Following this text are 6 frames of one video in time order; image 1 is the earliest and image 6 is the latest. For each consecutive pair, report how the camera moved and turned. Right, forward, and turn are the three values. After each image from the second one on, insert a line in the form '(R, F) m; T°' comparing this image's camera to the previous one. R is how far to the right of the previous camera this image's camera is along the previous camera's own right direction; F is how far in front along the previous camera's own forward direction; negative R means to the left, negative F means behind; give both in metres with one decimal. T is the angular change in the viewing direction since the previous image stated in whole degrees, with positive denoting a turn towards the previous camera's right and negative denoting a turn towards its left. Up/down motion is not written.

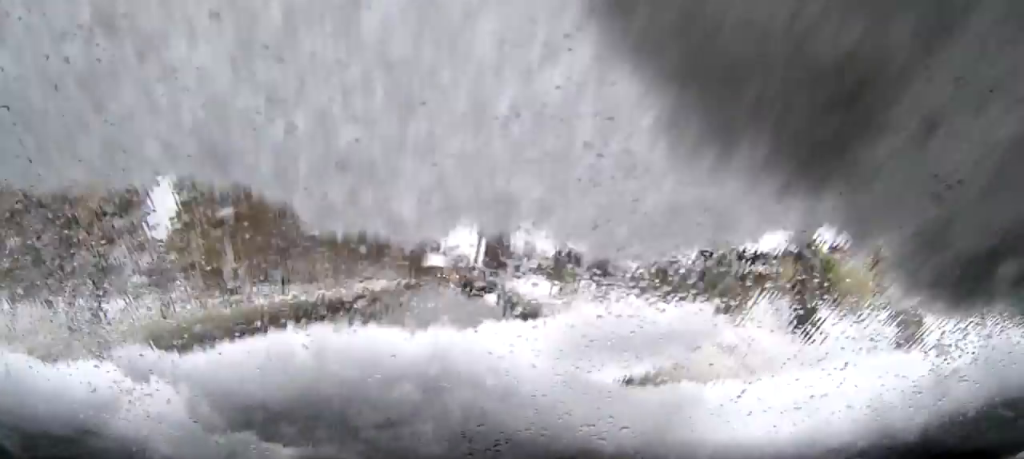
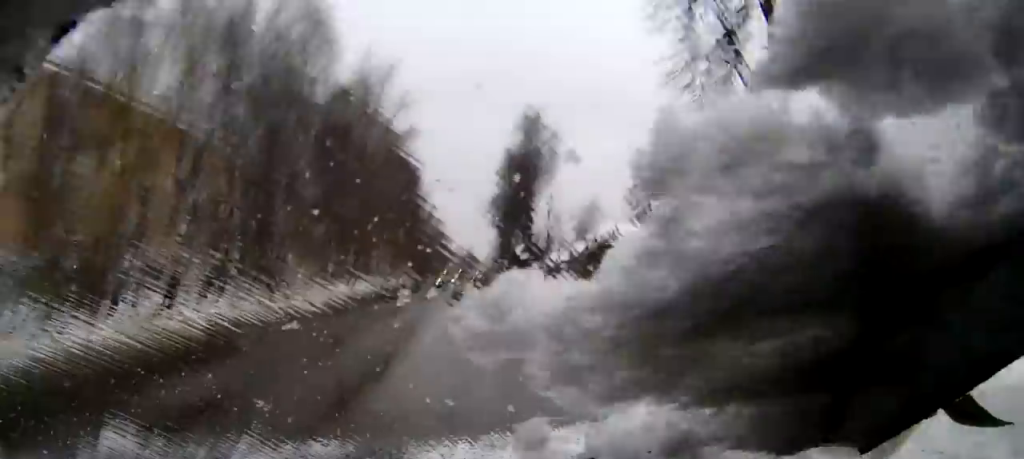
(+0.3, +24.3) m; +1°
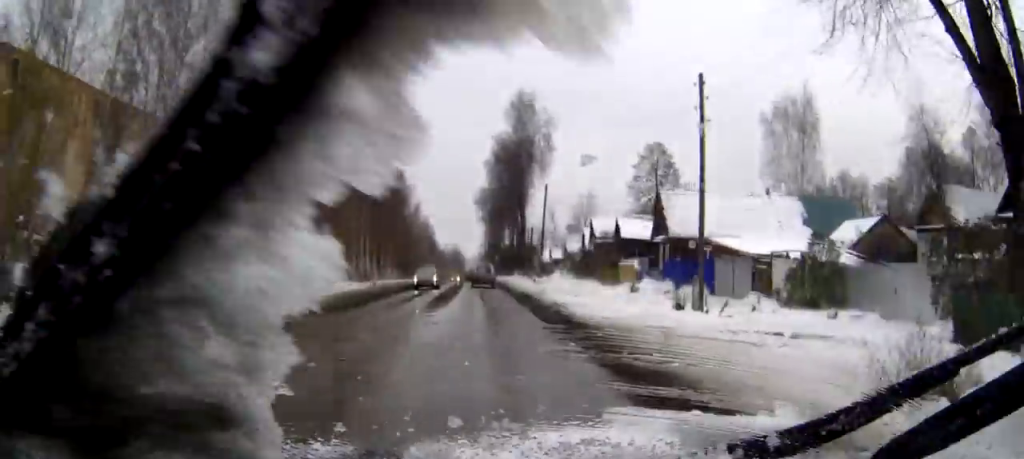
(0.0, +8.1) m; 0°
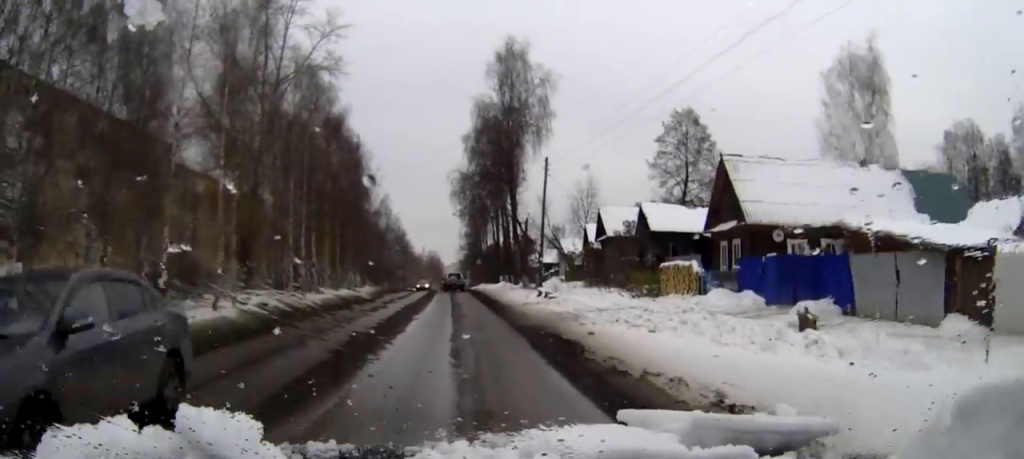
(0.0, +21.6) m; 0°
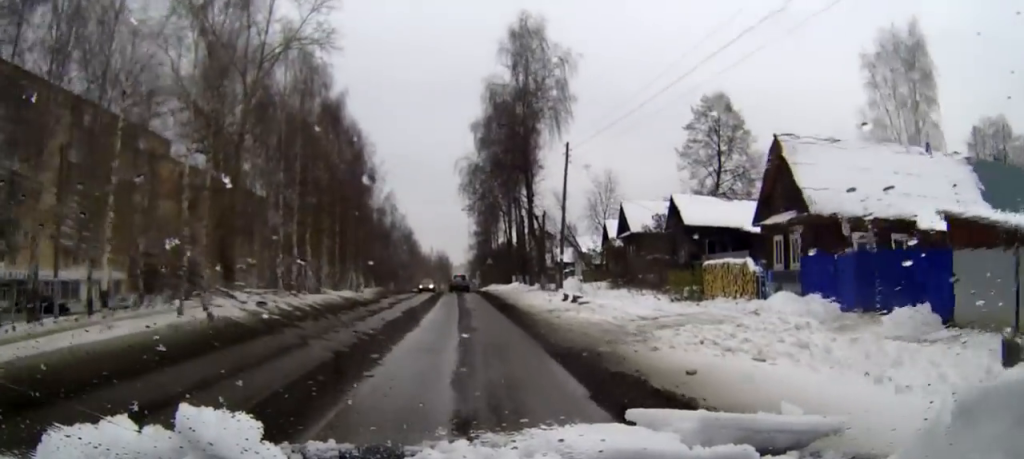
(0.0, +6.1) m; 0°
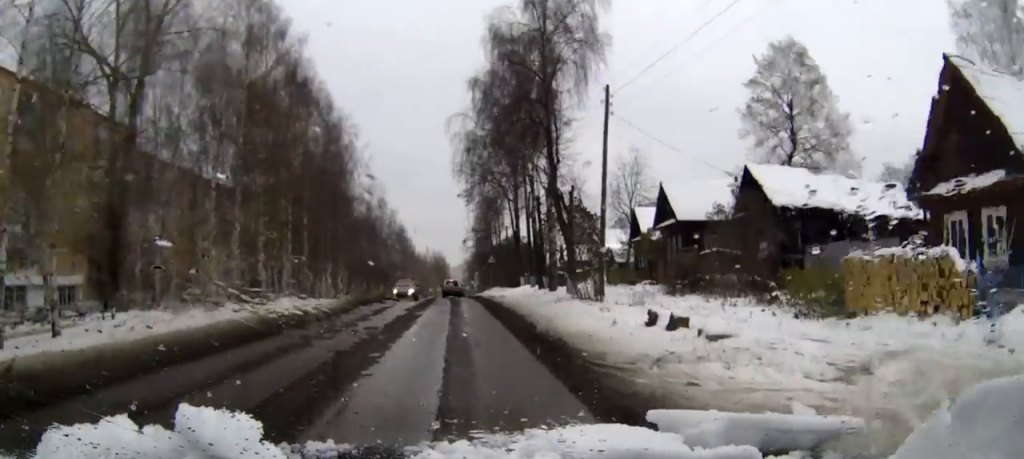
(0.0, +12.4) m; 0°
